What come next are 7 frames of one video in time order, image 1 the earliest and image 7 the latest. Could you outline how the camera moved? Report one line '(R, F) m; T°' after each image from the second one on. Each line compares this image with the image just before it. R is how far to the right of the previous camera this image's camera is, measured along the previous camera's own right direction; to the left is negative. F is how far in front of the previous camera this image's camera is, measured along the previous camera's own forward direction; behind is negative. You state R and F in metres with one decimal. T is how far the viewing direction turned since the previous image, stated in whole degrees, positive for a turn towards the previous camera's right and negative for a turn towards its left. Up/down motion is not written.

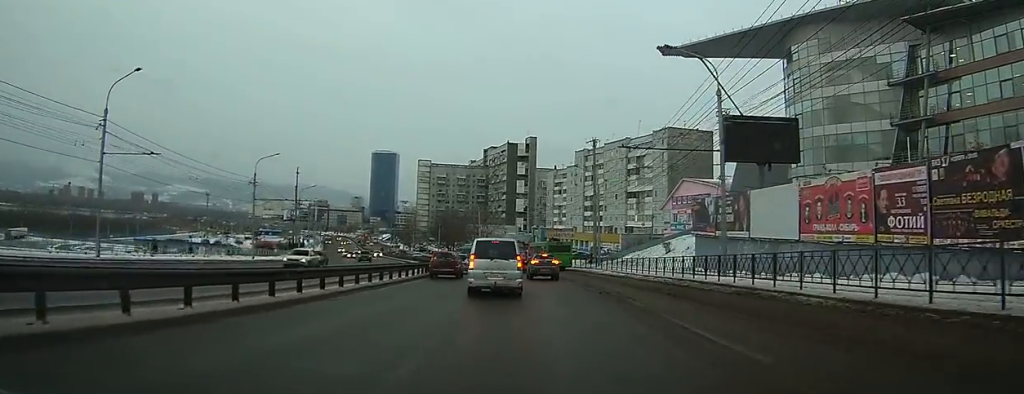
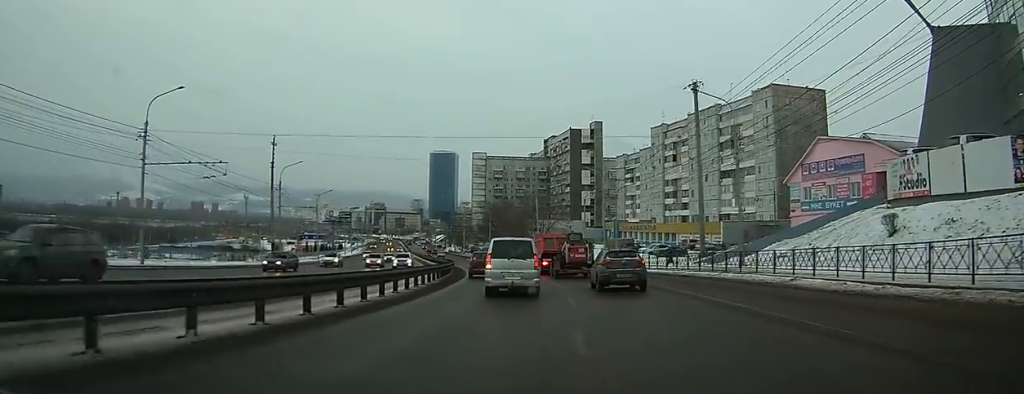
(-2.4, +35.7) m; -7°
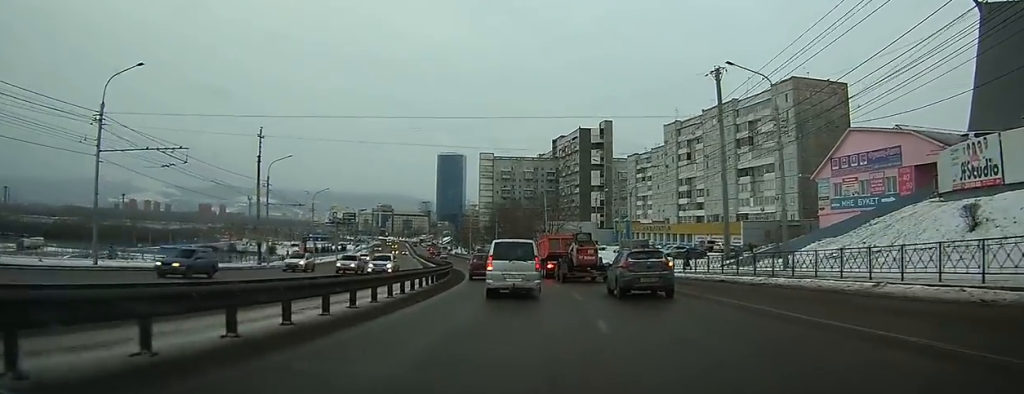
(-0.1, +6.6) m; -1°
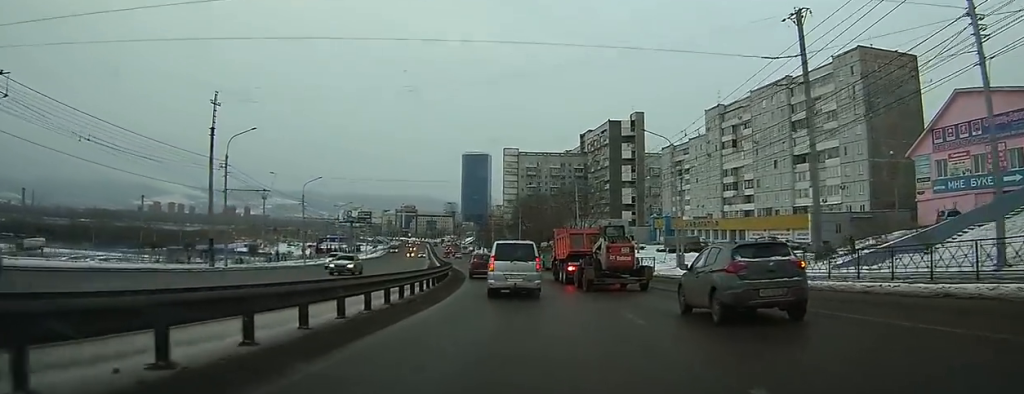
(-0.4, +14.8) m; -3°
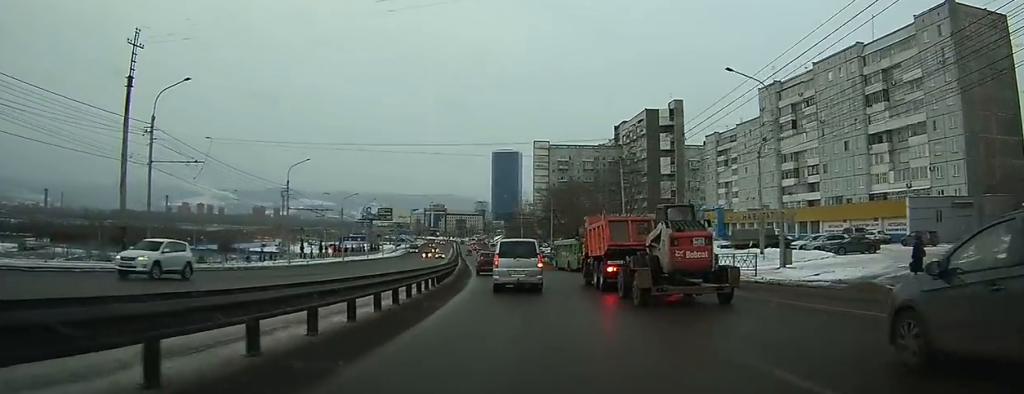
(-0.4, +12.6) m; -3°
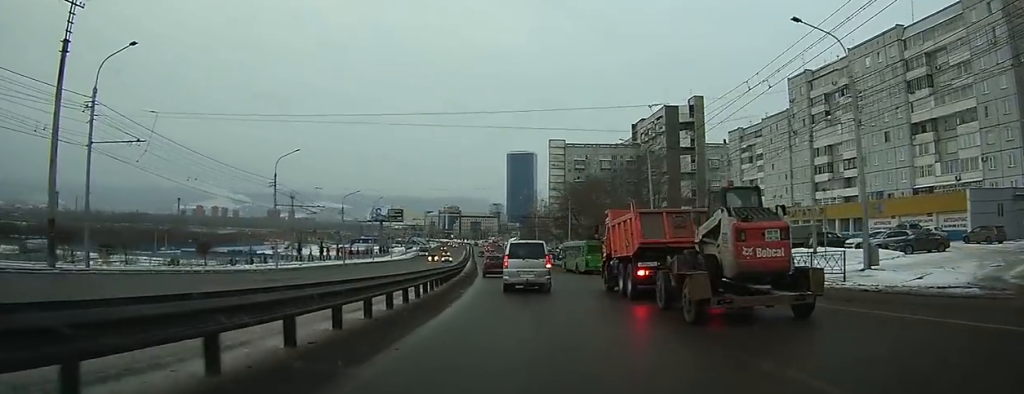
(0.0, +6.0) m; -1°
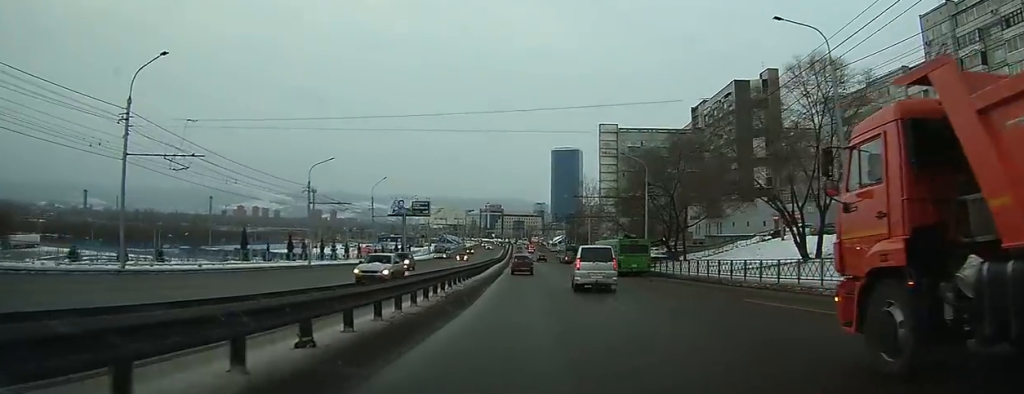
(-1.0, +27.7) m; -3°
